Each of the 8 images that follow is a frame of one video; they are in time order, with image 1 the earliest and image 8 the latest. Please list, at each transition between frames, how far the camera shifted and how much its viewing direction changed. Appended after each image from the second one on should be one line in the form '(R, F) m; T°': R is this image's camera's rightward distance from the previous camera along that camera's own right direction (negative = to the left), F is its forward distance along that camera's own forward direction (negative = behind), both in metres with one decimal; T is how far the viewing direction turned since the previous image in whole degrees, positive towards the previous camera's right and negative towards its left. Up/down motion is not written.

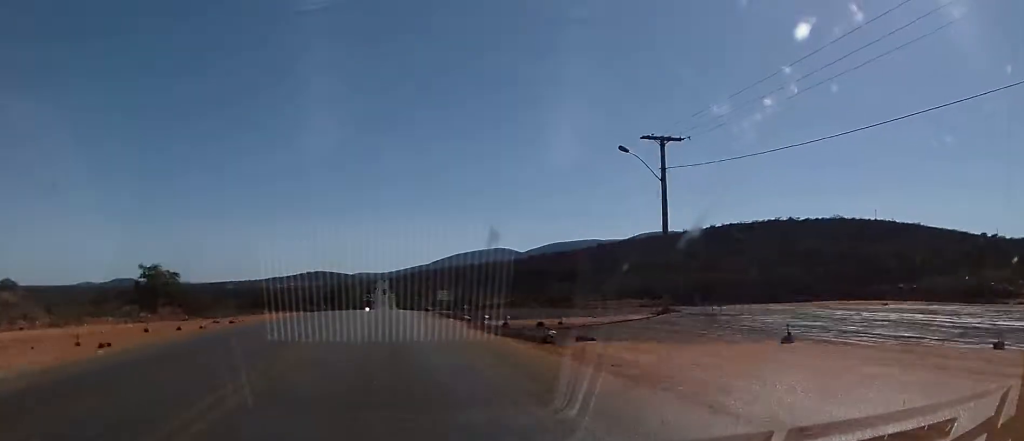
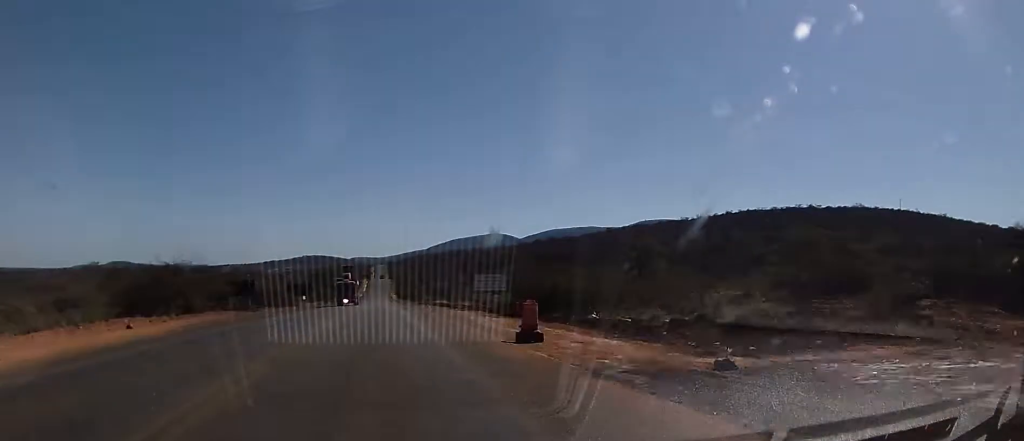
(-0.2, +47.4) m; 0°
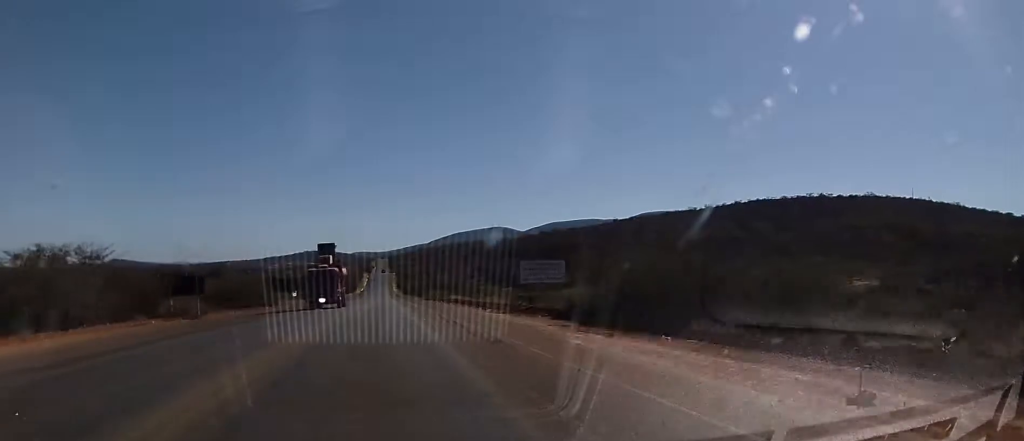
(+0.1, +19.3) m; 0°
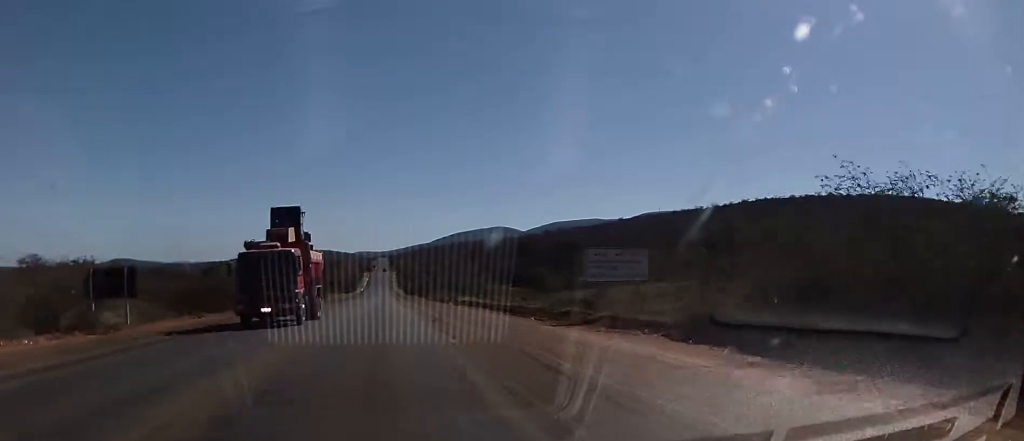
(+0.3, +13.6) m; 0°
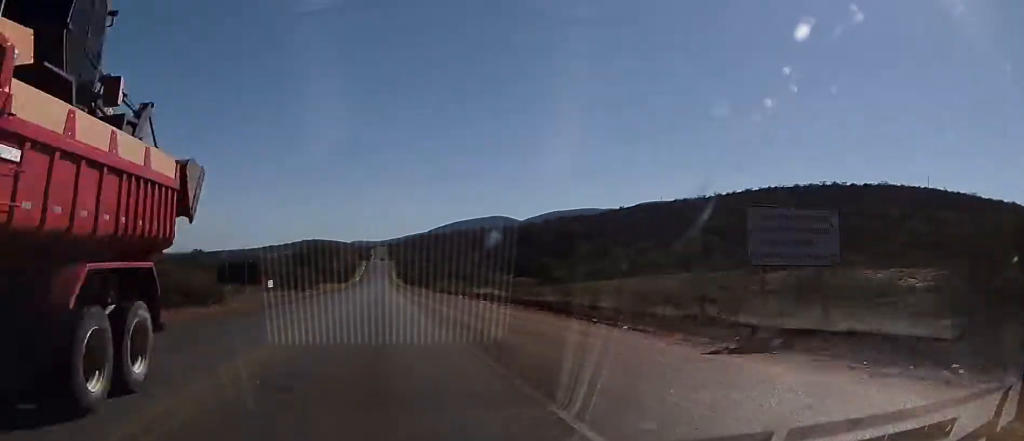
(-0.2, +13.9) m; 0°
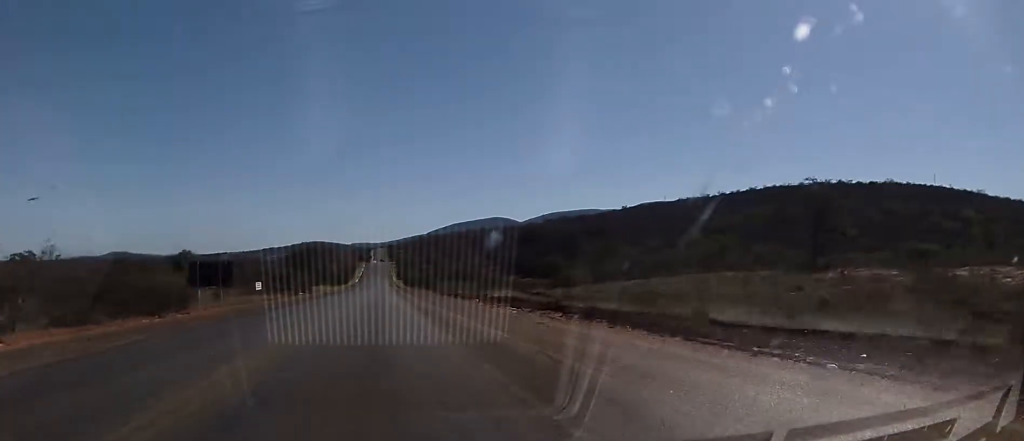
(-0.1, +10.5) m; 0°
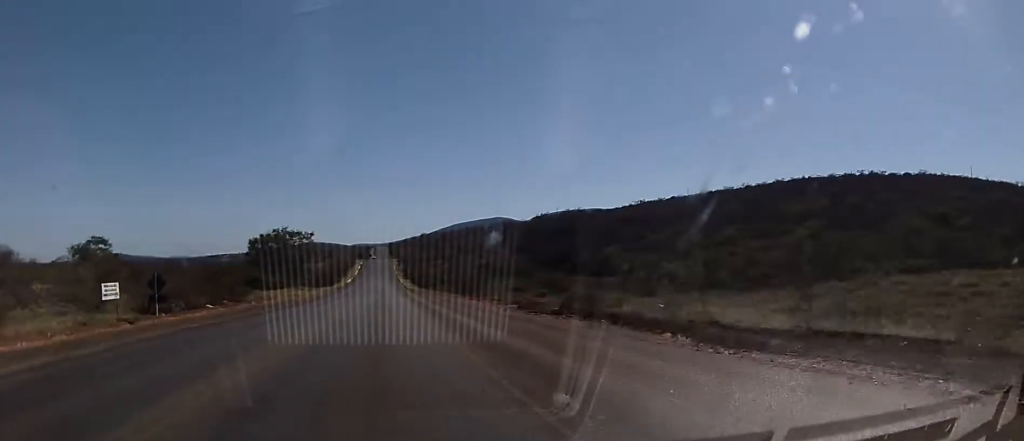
(-0.1, +55.2) m; 0°
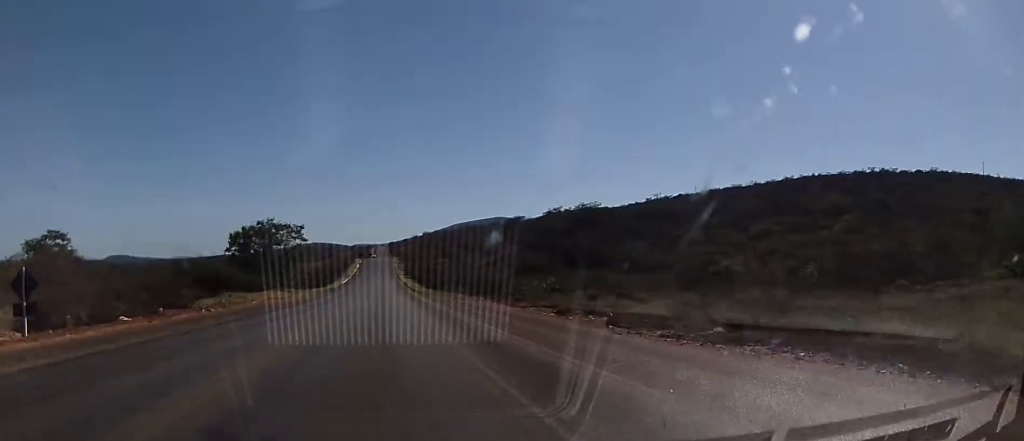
(+0.1, +16.6) m; 0°
